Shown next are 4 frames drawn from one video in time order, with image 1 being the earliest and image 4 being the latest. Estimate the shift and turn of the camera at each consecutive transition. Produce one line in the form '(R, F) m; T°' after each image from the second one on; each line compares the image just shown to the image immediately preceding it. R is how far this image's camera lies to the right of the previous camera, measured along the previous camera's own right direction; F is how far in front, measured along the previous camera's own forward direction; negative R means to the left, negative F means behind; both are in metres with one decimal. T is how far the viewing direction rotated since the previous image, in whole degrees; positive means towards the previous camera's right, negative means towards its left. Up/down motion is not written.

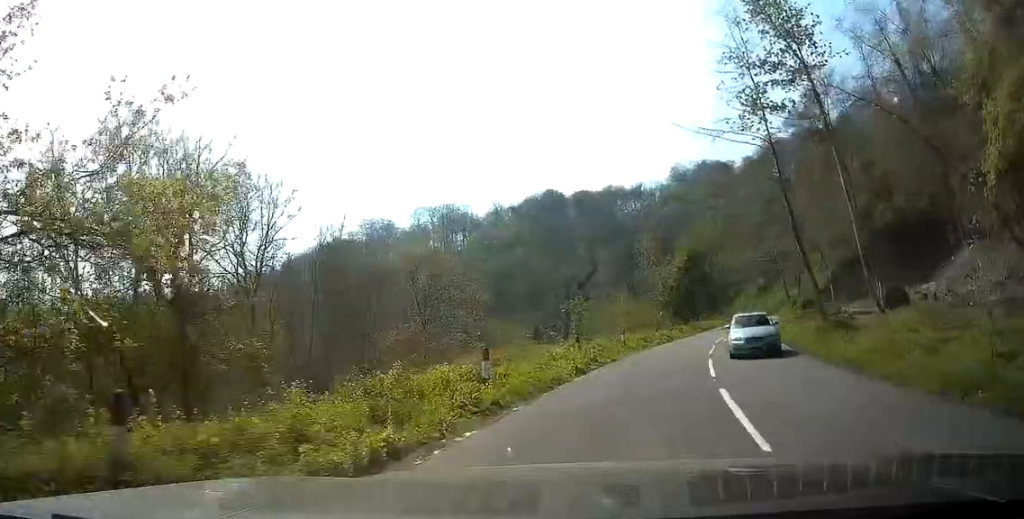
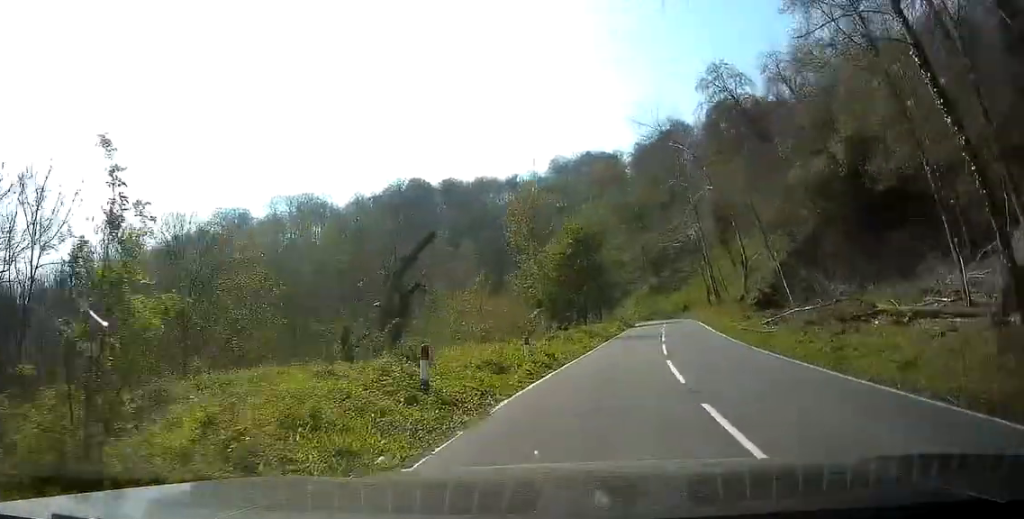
(+1.8, +19.2) m; +15°
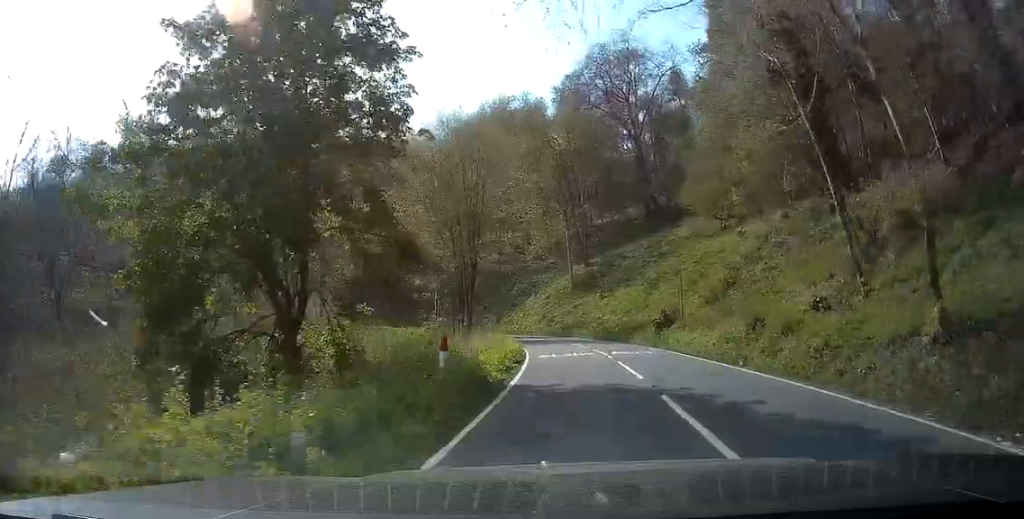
(+8.5, +33.0) m; +36°
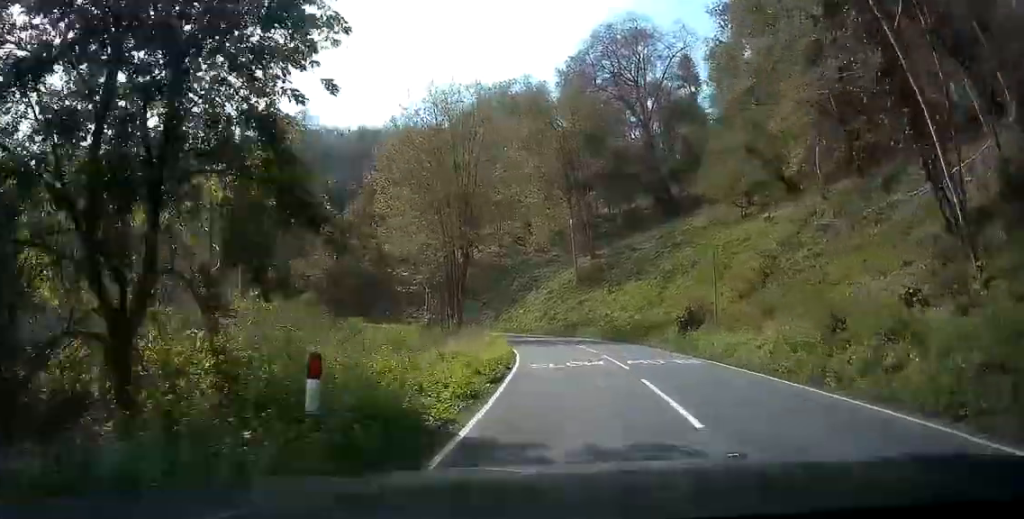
(+0.7, +3.8) m; +14°
